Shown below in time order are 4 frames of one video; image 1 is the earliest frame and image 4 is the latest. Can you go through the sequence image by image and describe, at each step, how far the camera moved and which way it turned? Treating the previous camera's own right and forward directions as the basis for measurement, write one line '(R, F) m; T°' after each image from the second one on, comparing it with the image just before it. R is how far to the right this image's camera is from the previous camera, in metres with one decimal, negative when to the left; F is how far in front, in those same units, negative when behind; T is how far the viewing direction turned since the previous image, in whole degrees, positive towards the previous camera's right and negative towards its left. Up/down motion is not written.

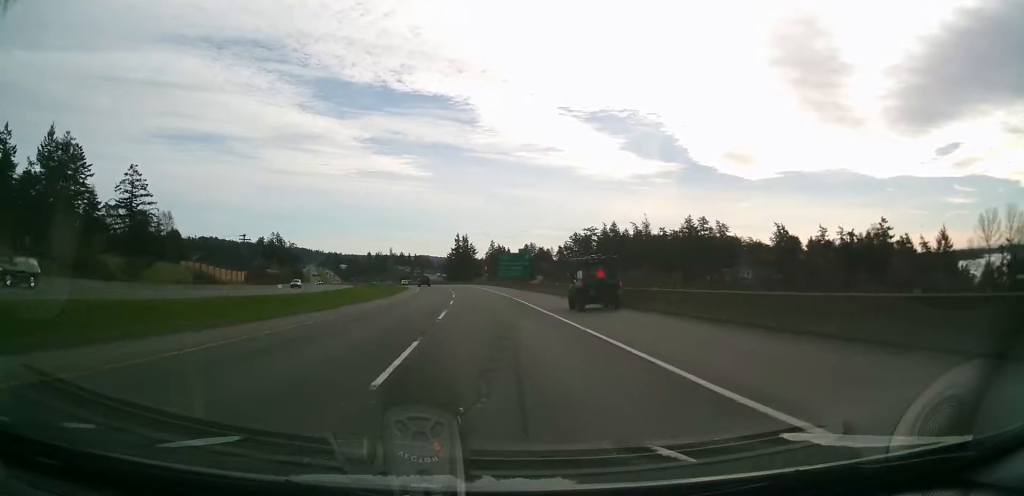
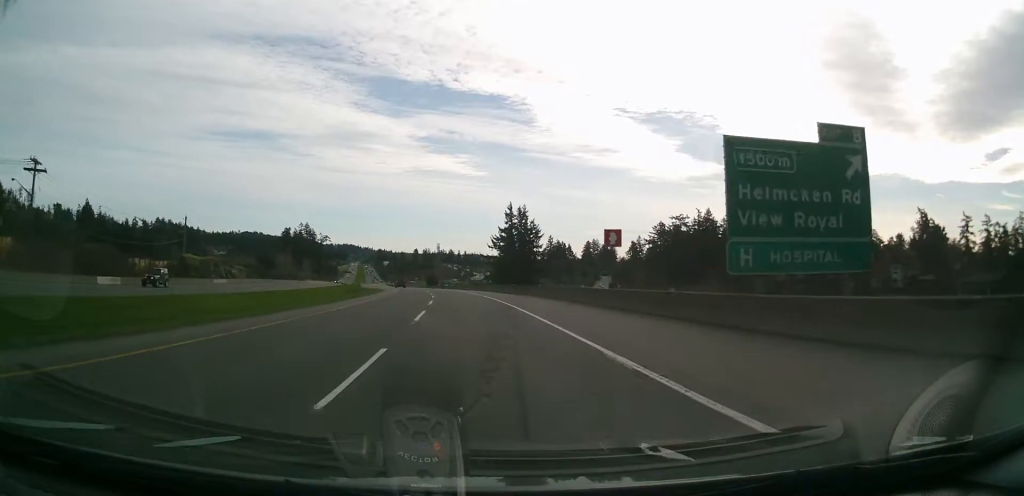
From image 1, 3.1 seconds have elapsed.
(-2.9, +75.6) m; -4°
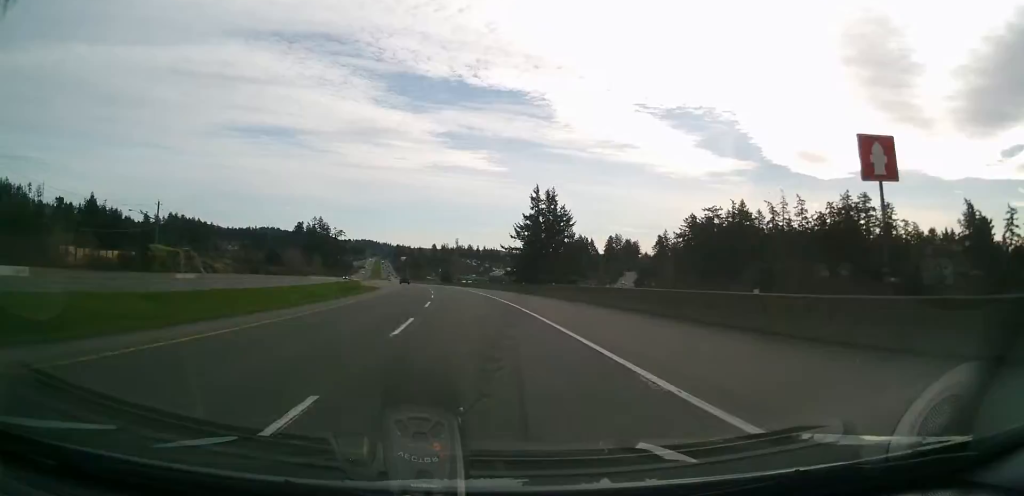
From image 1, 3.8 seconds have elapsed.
(0.0, +17.5) m; -1°
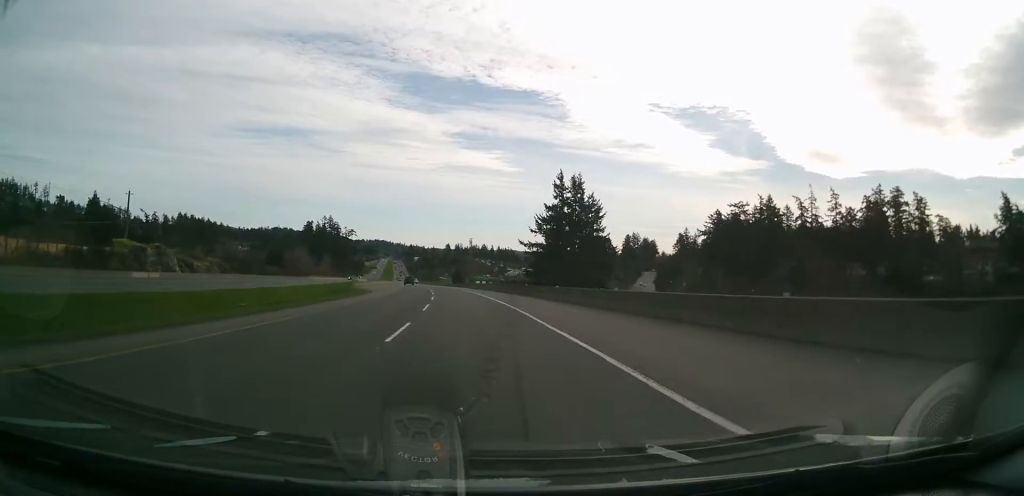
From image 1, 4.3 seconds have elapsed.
(-0.1, +13.4) m; -1°
